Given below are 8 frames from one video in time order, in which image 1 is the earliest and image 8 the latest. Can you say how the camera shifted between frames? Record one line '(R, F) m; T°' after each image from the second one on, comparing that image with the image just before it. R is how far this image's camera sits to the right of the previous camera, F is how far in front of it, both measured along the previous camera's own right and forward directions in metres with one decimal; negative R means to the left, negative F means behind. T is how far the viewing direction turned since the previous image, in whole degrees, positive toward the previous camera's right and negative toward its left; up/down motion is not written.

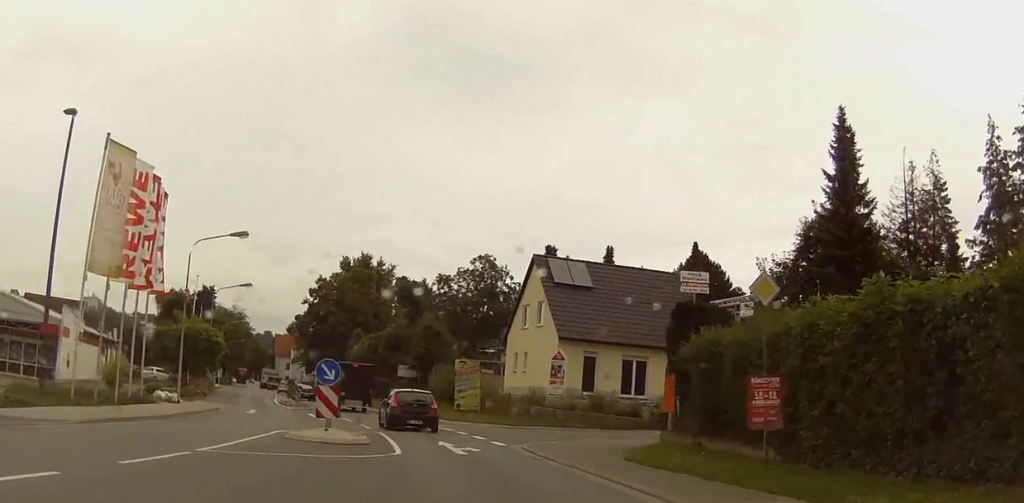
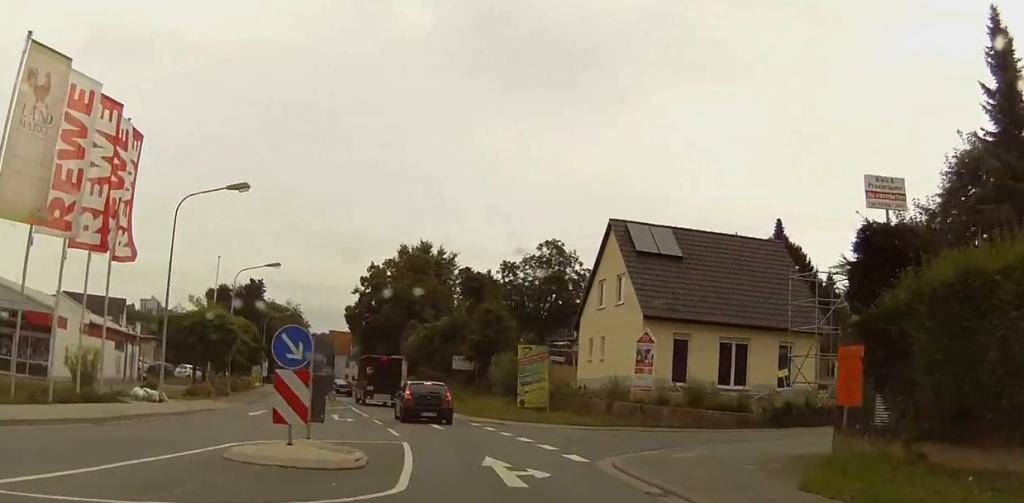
(-0.2, +7.6) m; -5°
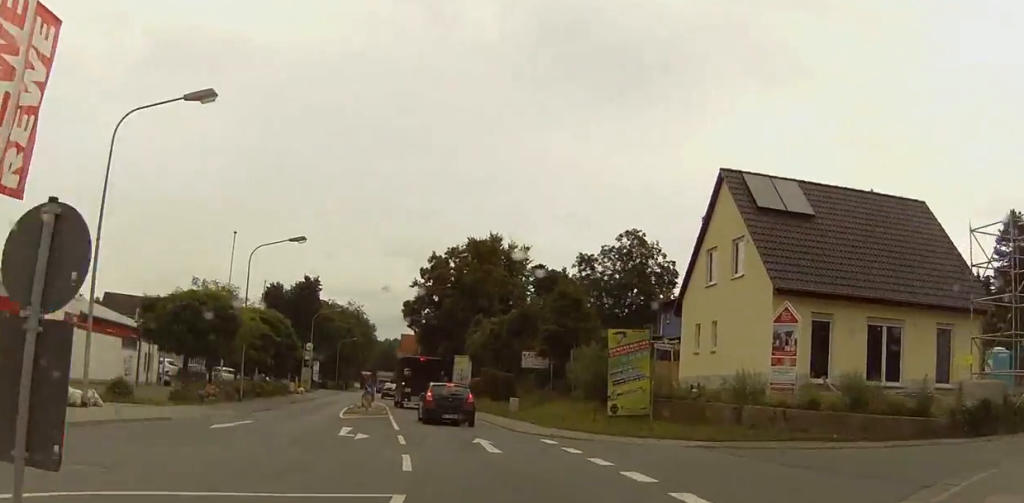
(-0.6, +9.3) m; -3°
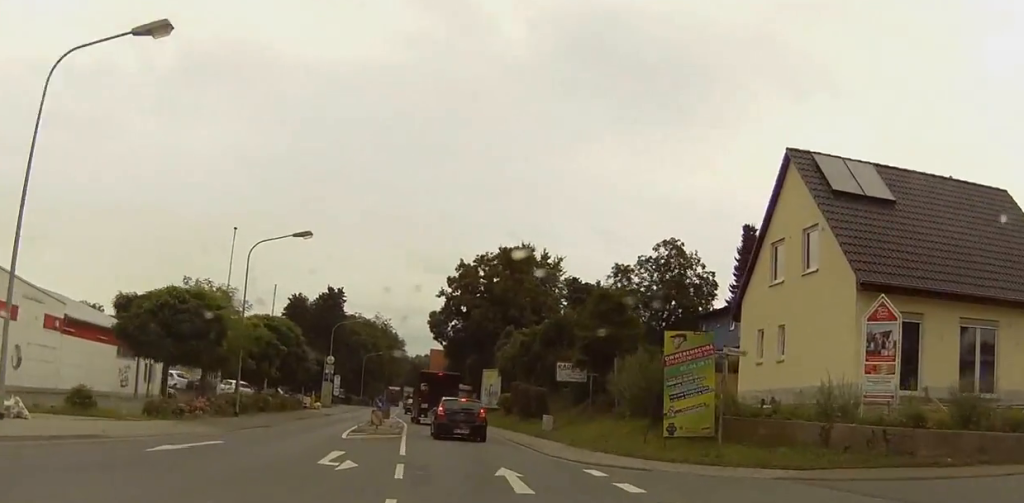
(+0.1, +4.8) m; 0°
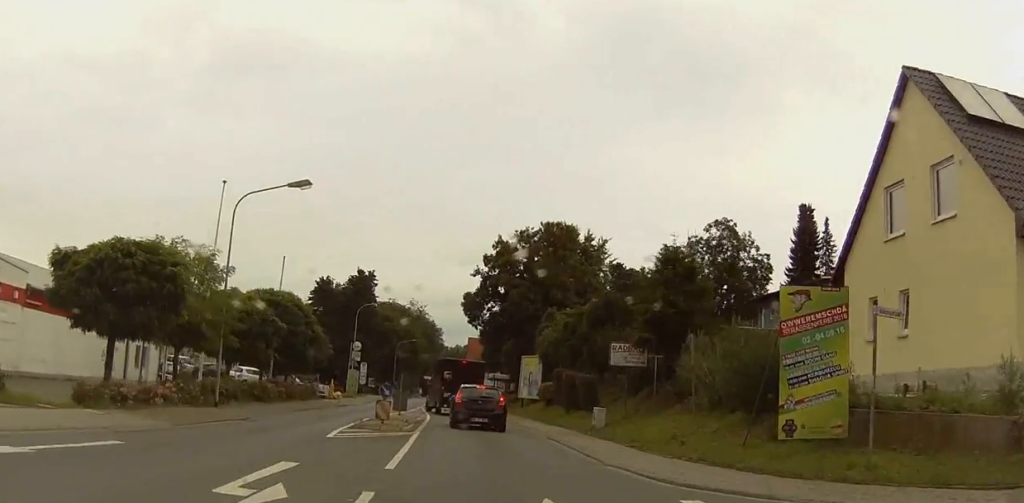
(0.0, +6.8) m; -1°
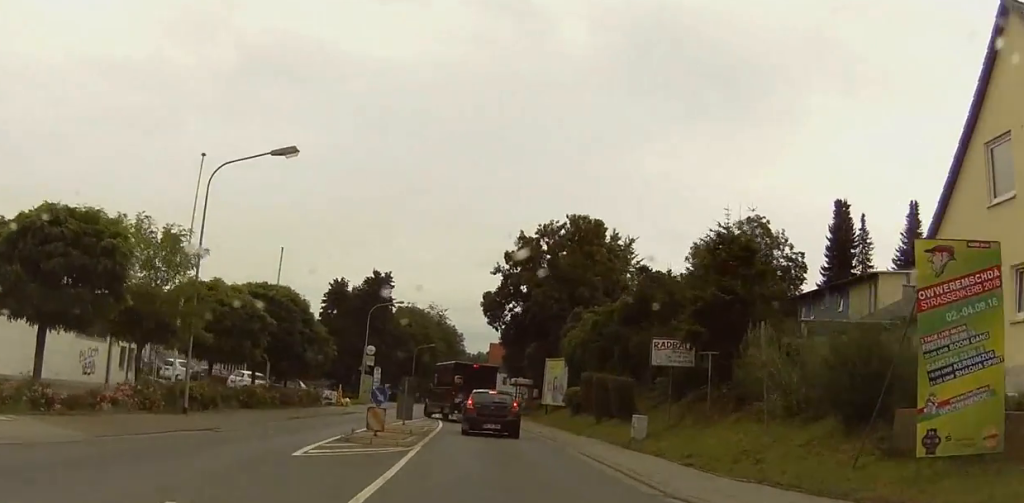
(0.0, +4.4) m; -3°
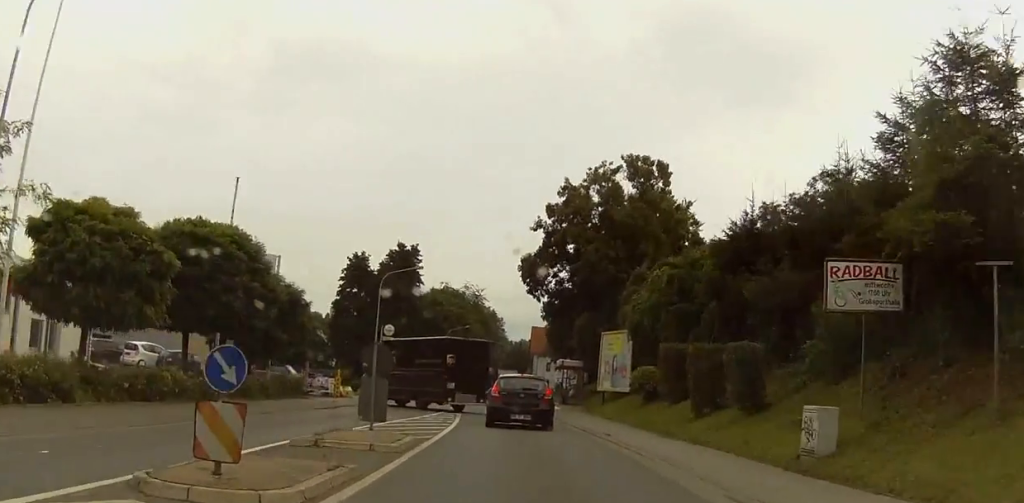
(-1.0, +12.7) m; -9°
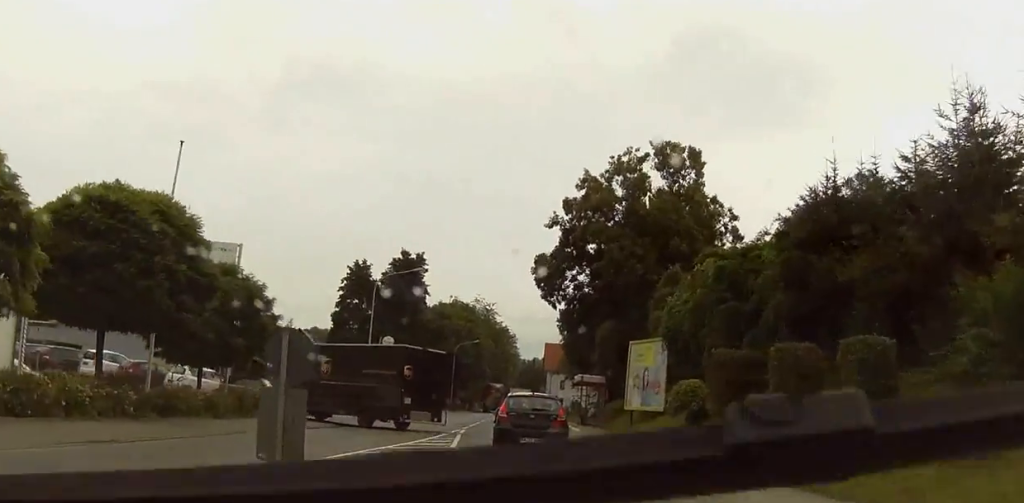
(-0.3, +6.8) m; -1°
